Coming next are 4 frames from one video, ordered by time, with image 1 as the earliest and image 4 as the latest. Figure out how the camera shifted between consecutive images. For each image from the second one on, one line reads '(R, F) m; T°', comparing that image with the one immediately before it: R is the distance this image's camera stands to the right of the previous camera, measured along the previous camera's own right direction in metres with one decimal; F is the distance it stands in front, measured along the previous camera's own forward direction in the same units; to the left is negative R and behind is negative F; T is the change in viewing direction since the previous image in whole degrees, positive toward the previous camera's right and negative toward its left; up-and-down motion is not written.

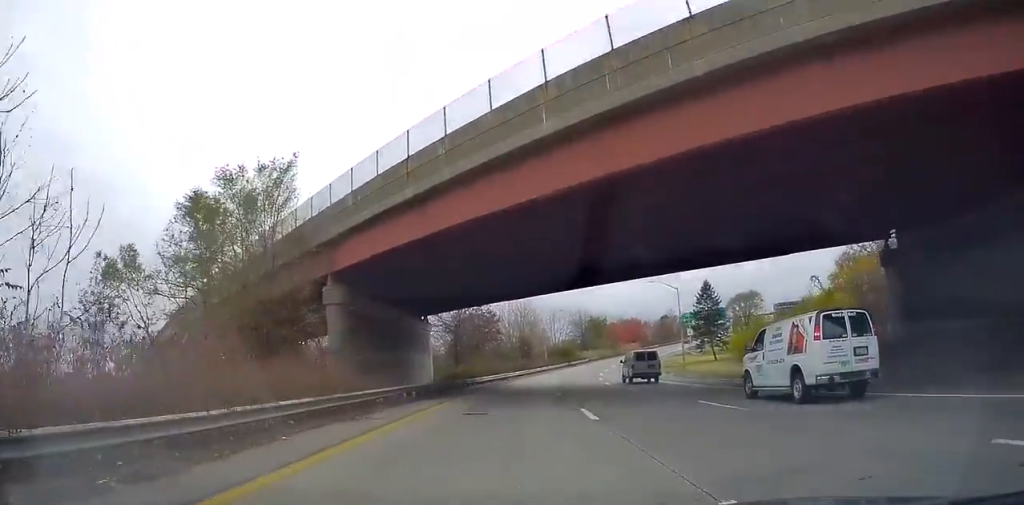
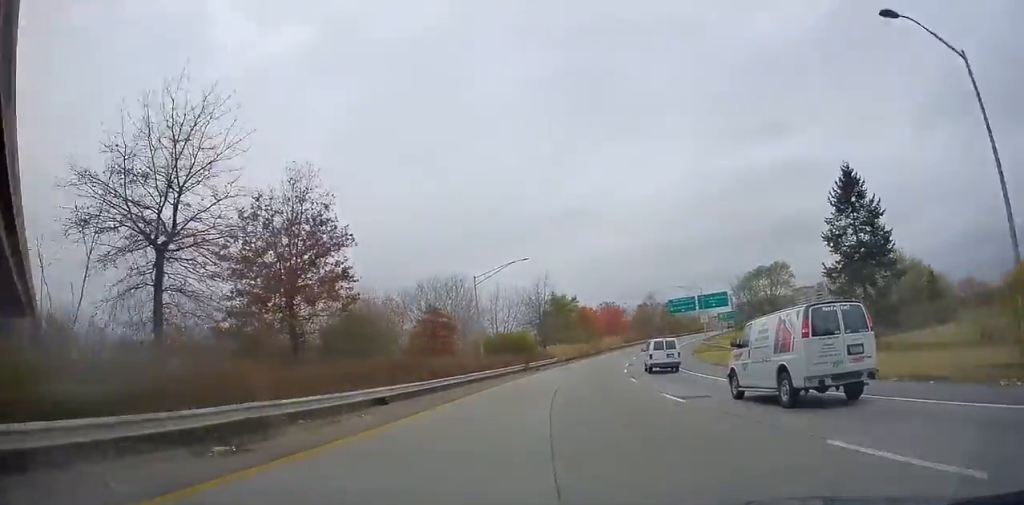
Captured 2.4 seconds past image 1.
(0.0, +46.9) m; 0°
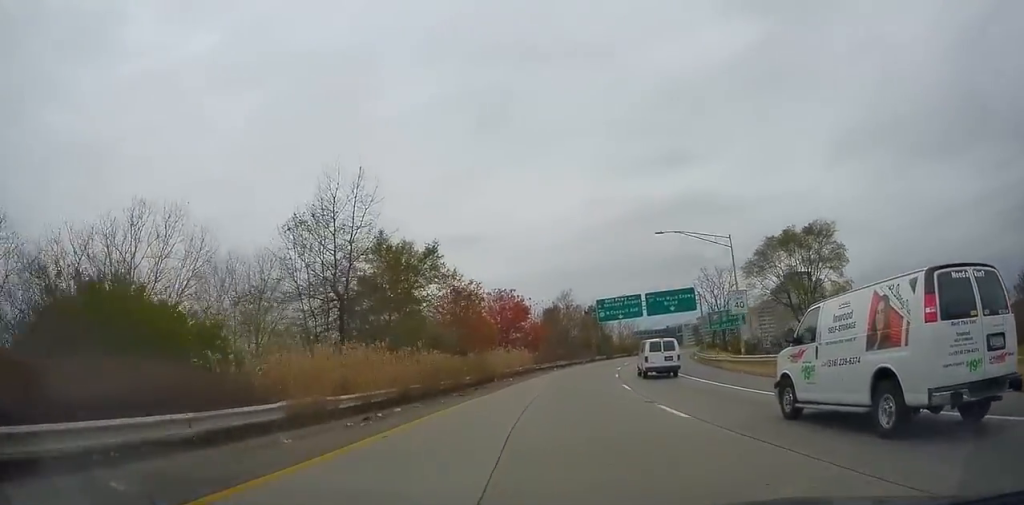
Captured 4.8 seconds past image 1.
(+2.3, +51.0) m; +7°
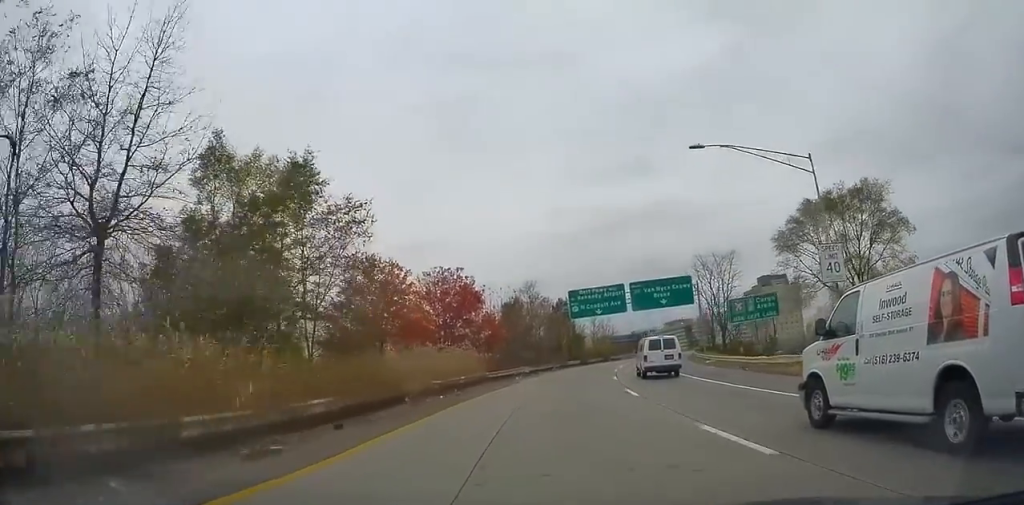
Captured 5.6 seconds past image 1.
(+0.6, +17.0) m; +4°
